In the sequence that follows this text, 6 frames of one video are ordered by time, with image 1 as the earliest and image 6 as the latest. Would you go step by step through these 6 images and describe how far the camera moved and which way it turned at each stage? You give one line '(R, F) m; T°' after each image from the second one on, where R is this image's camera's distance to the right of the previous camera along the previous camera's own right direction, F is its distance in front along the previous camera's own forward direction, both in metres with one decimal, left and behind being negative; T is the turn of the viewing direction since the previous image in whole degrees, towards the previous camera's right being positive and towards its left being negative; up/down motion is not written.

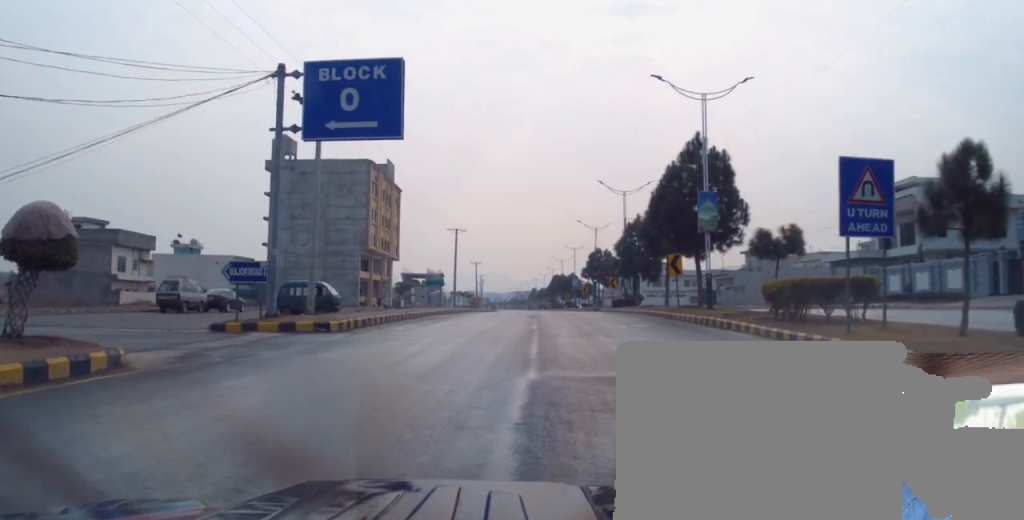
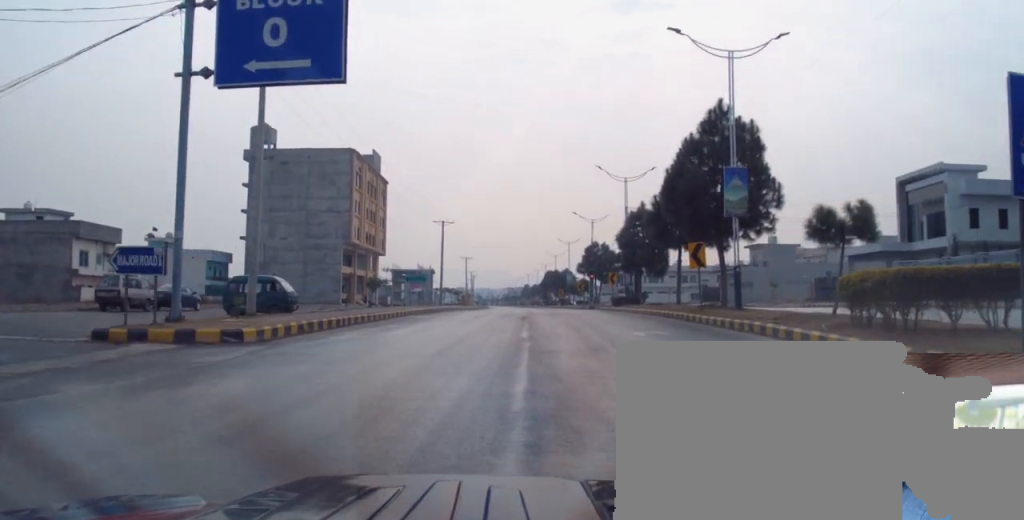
(-0.2, +5.7) m; -5°
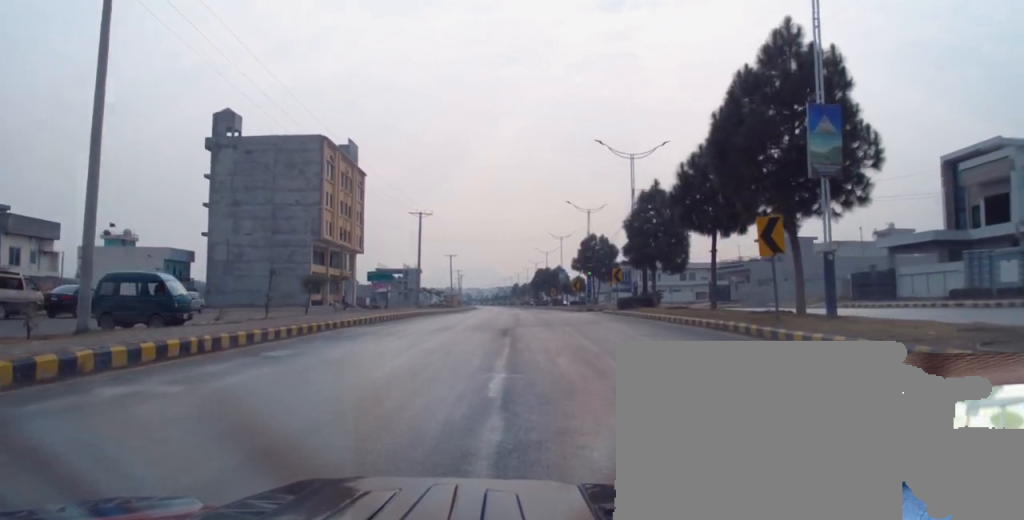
(-0.2, +9.5) m; +3°
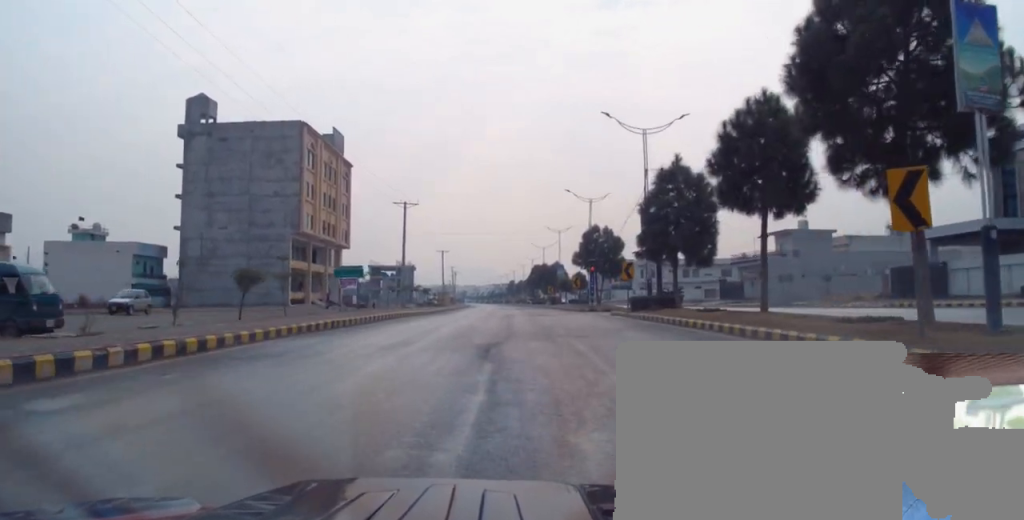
(+0.4, +6.9) m; +2°
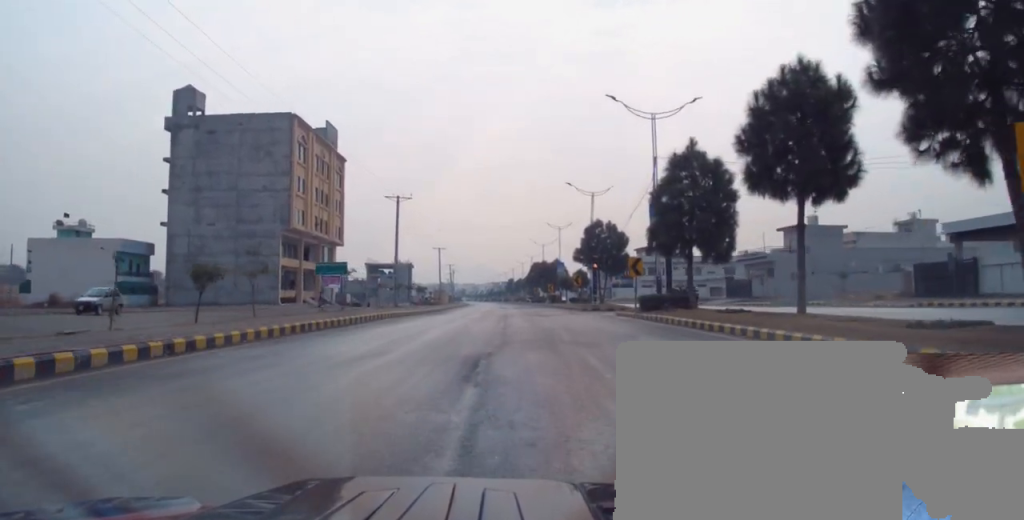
(-0.2, +3.3) m; 0°
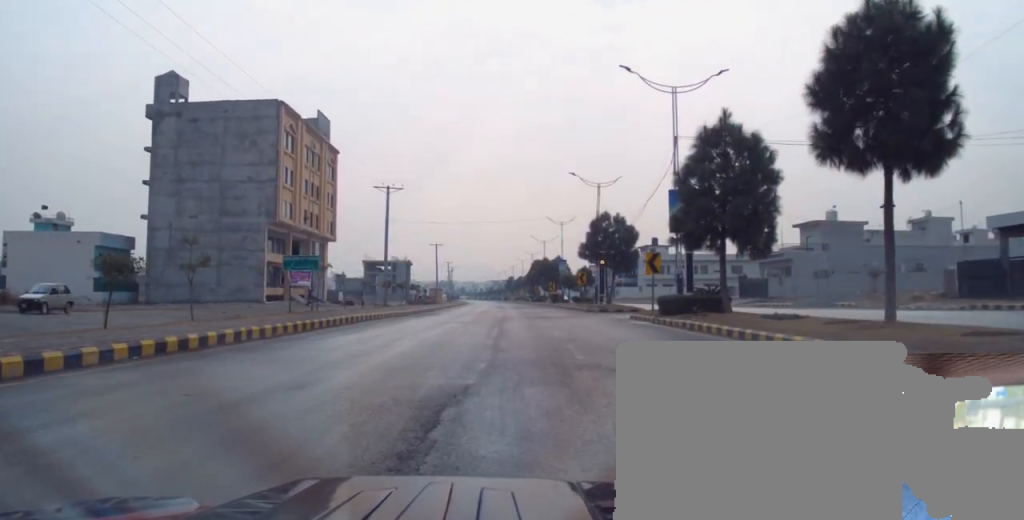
(+0.2, +5.1) m; 0°
